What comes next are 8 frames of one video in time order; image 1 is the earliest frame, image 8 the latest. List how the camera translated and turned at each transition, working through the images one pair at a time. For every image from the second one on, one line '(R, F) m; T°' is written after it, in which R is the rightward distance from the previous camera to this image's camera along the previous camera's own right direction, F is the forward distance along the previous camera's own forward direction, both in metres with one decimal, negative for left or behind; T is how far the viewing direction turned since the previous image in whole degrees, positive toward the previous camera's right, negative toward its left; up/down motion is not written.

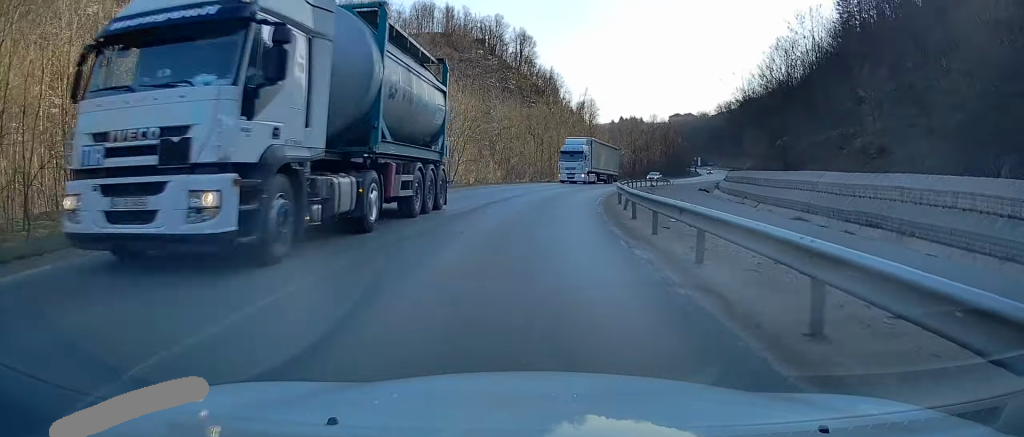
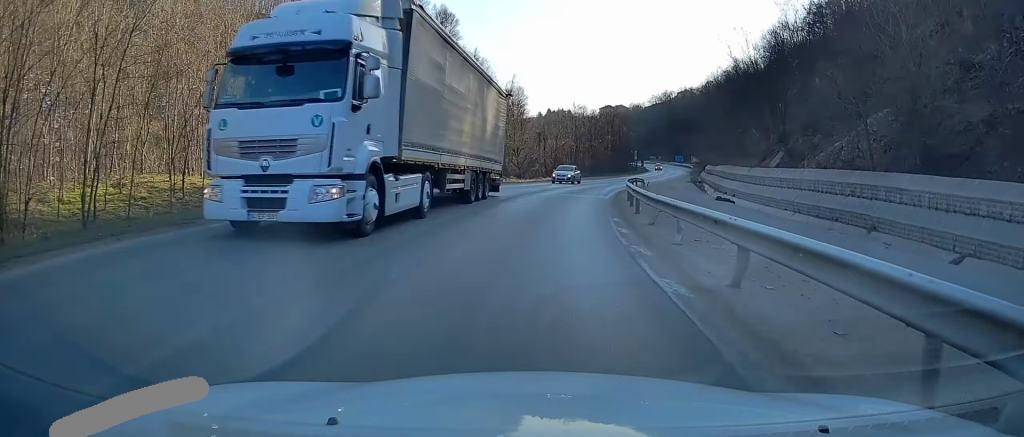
(+1.8, +26.1) m; +7°
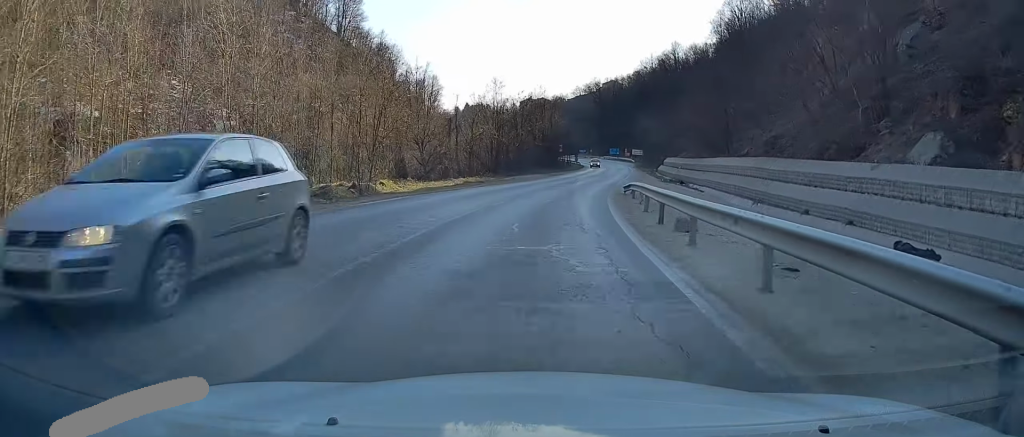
(+1.2, +24.6) m; +5°
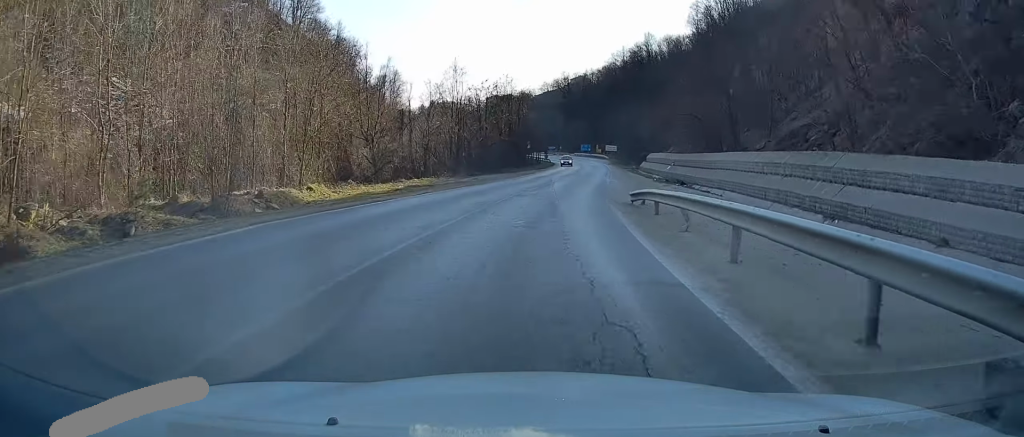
(+0.1, +10.3) m; +2°
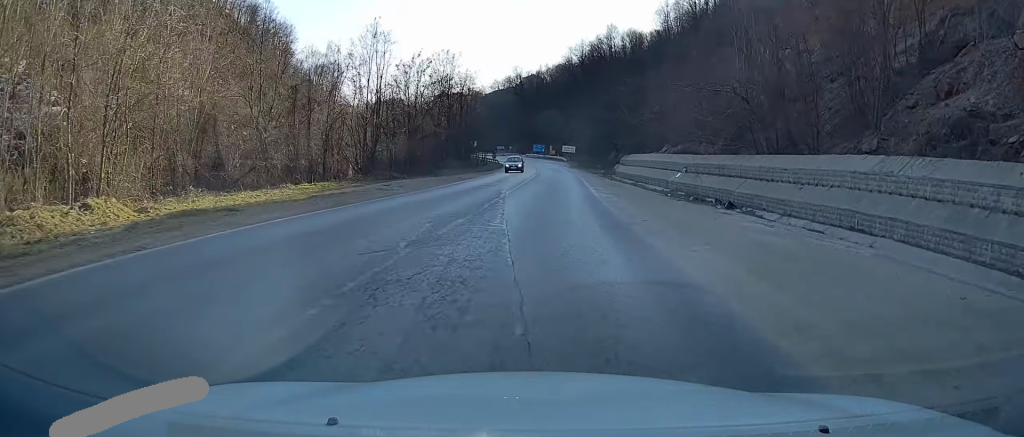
(+0.7, +18.5) m; +5°
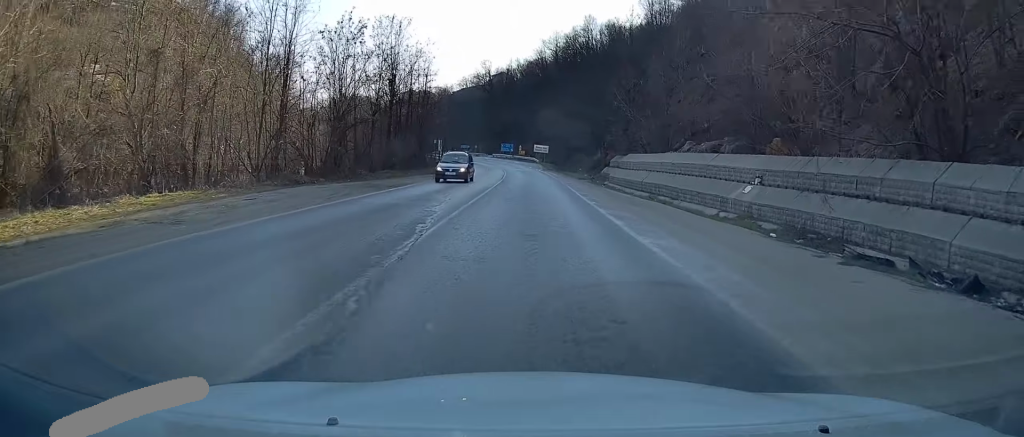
(+0.7, +15.5) m; +1°
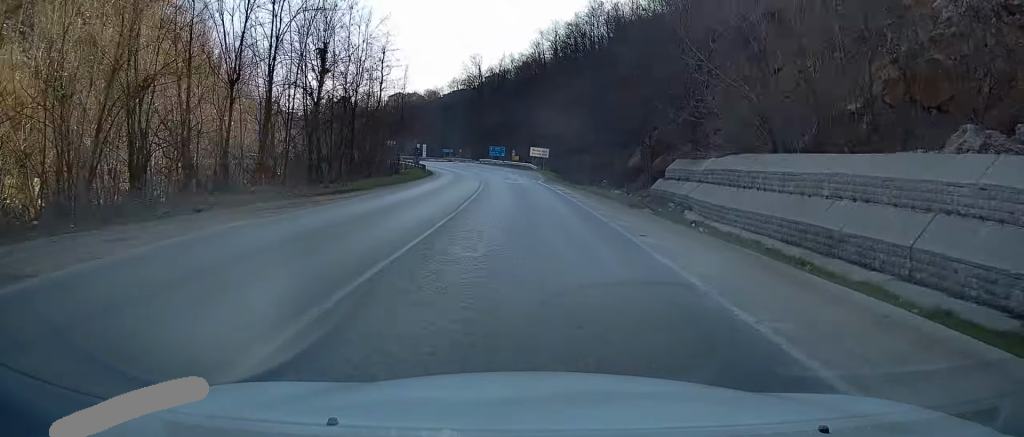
(-0.4, +24.9) m; -1°
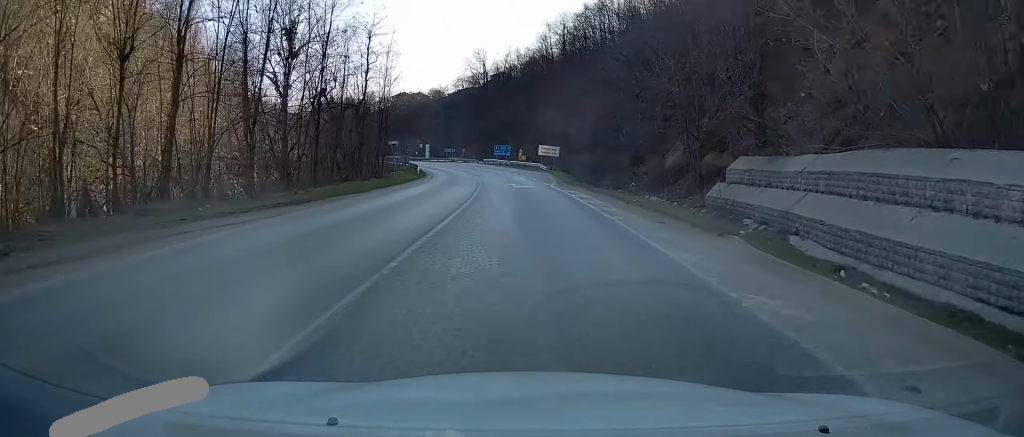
(0.0, +8.8) m; 0°
